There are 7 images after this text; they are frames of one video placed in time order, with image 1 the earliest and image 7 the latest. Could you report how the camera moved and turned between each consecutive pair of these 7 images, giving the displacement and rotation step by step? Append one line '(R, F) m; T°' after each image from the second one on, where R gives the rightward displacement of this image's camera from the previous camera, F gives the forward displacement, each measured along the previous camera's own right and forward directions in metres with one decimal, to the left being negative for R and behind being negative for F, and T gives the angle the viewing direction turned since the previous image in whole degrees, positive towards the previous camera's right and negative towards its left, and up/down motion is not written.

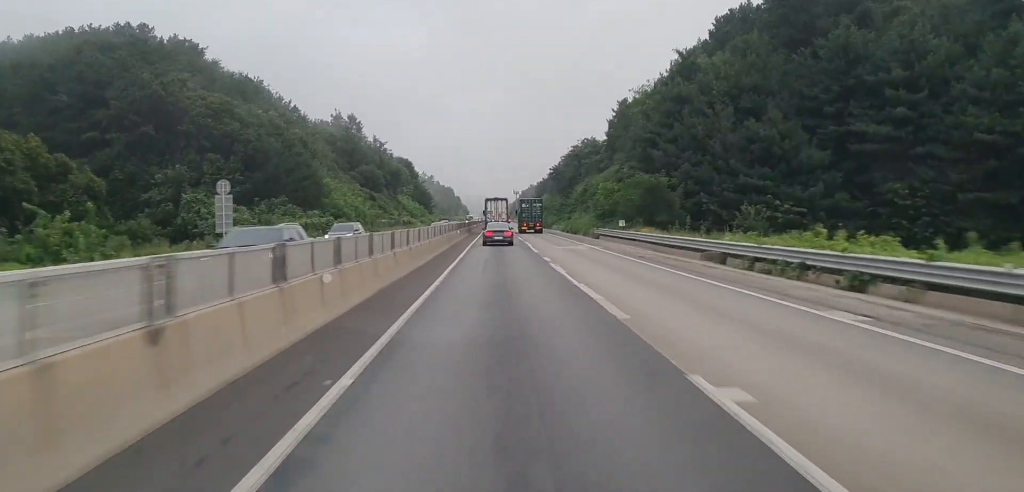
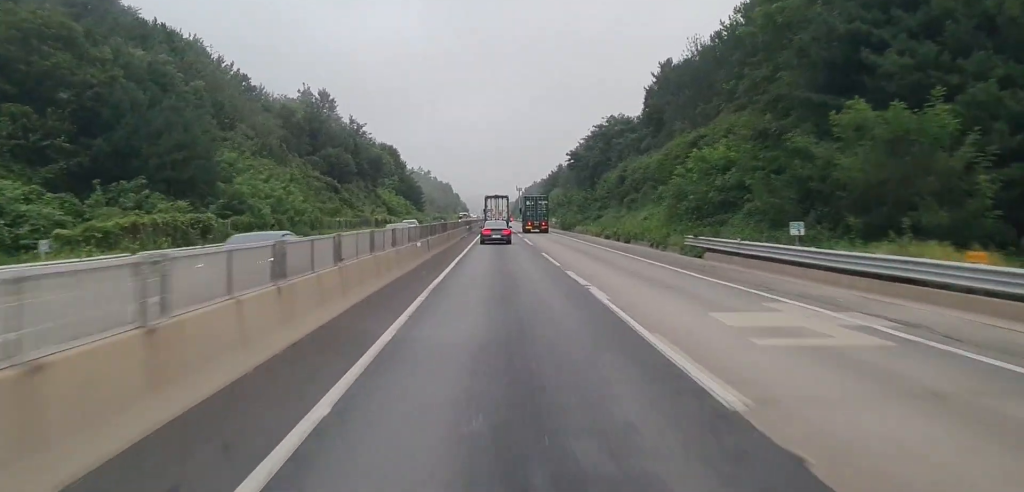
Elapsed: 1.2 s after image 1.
(-0.2, +33.0) m; -1°
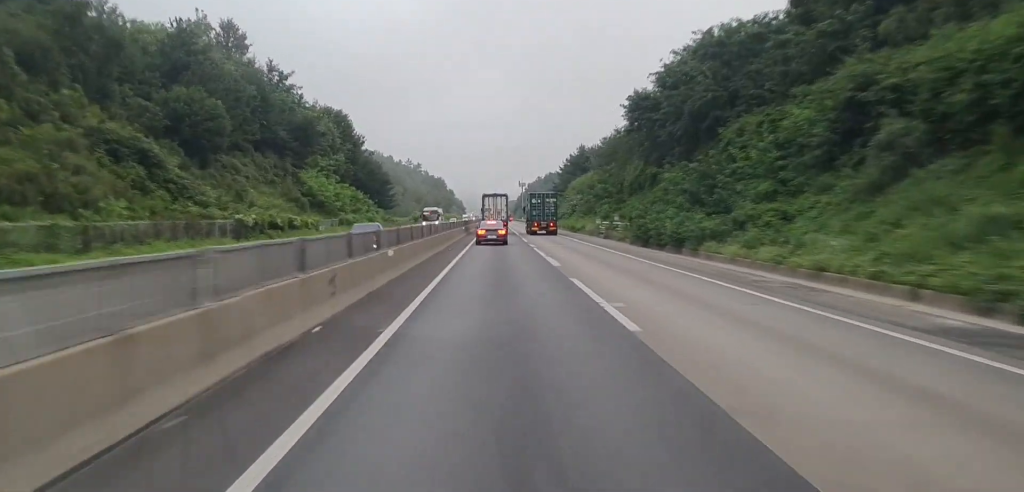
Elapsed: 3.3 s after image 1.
(-0.1, +55.9) m; +1°
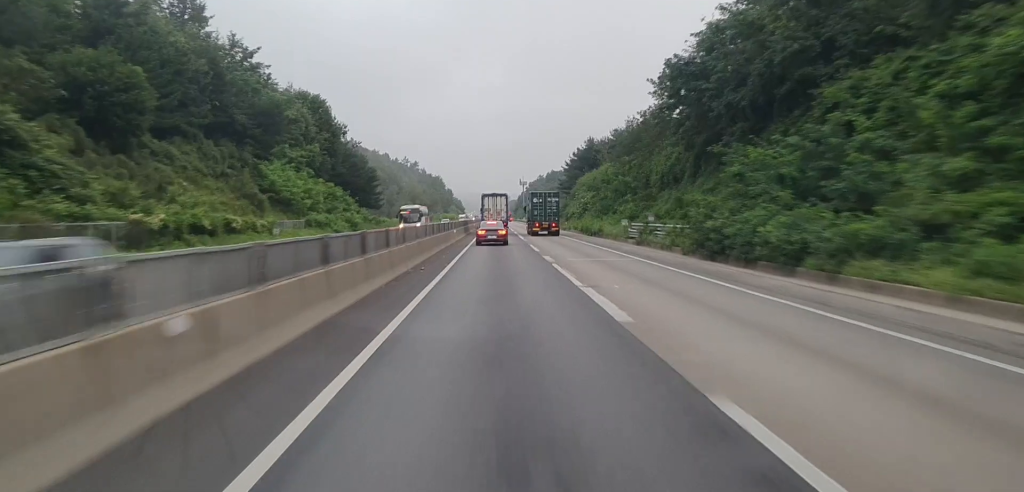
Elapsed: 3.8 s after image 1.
(+0.2, +14.3) m; 0°
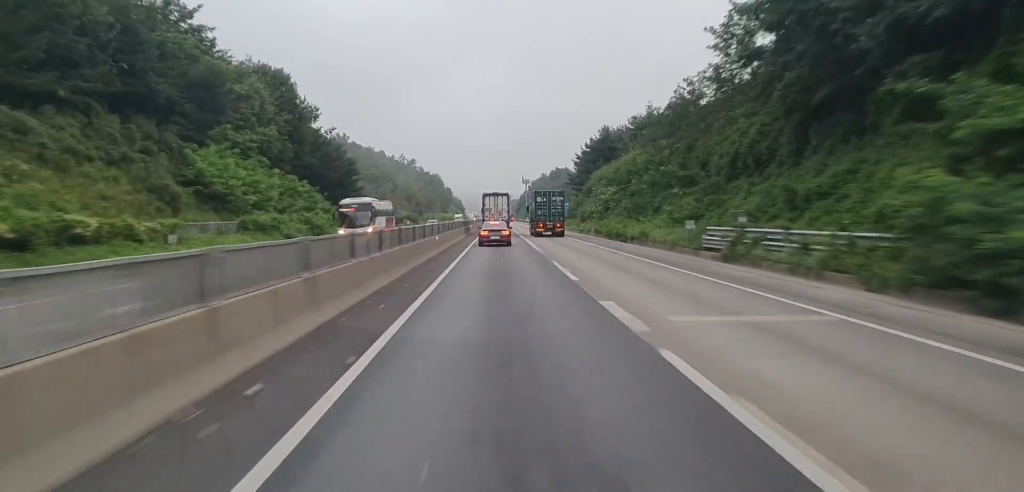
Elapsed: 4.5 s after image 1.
(+0.2, +18.0) m; 0°
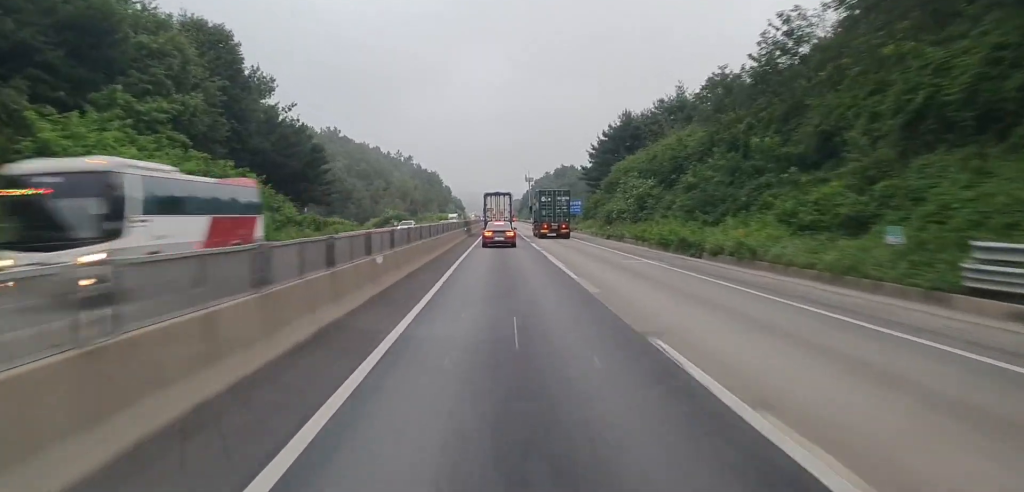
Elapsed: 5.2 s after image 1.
(-0.3, +18.8) m; -1°
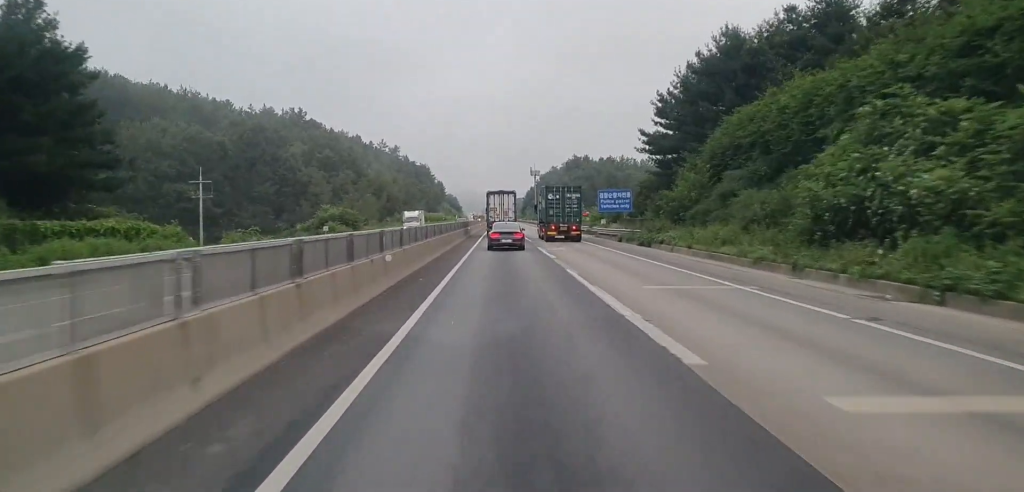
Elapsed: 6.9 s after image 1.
(-0.1, +47.1) m; 0°
